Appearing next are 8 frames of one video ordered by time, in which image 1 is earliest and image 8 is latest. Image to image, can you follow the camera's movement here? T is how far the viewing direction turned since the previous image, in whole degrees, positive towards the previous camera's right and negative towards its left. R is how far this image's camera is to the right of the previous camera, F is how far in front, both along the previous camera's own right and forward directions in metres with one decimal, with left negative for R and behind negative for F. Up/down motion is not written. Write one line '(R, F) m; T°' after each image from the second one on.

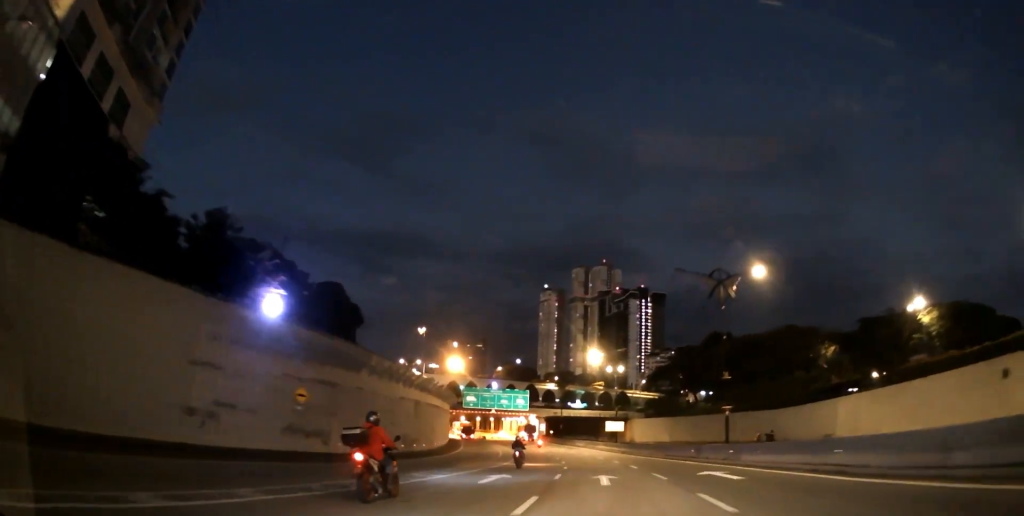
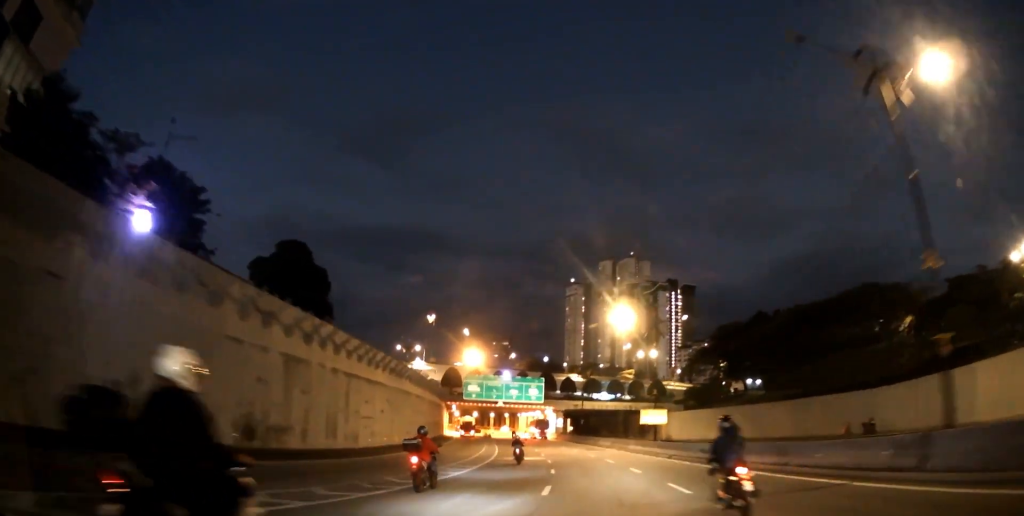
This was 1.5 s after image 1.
(-0.4, +22.8) m; -3°
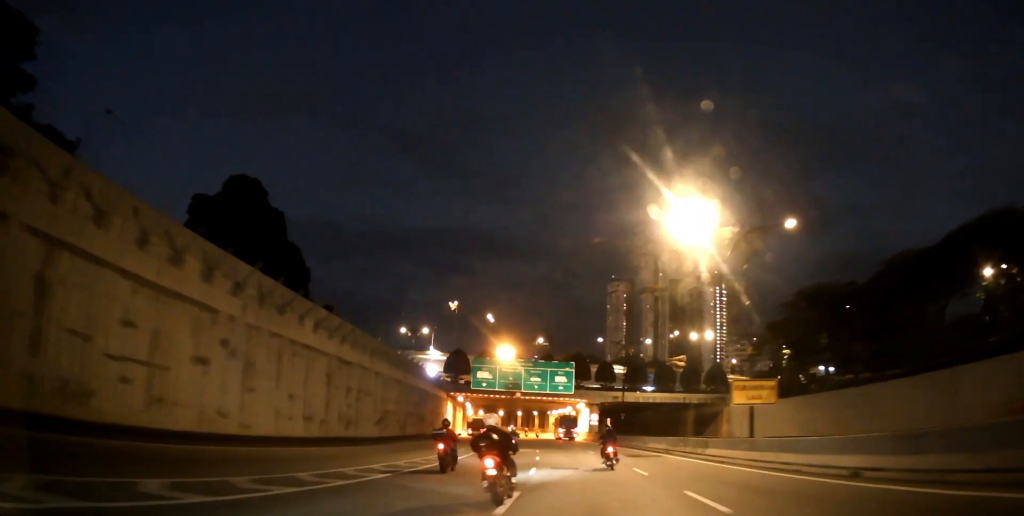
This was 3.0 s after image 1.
(-1.0, +22.7) m; -6°
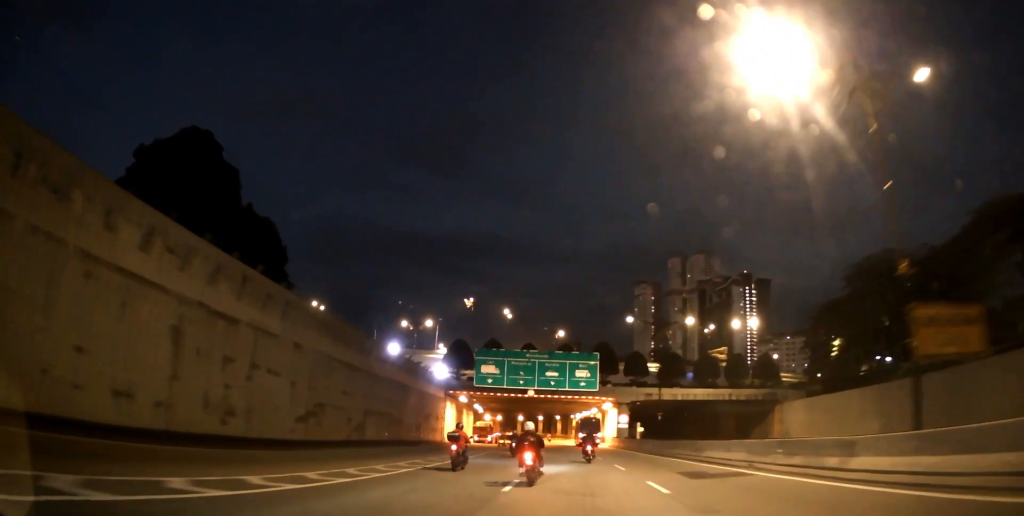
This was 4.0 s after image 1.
(-0.4, +13.9) m; -4°
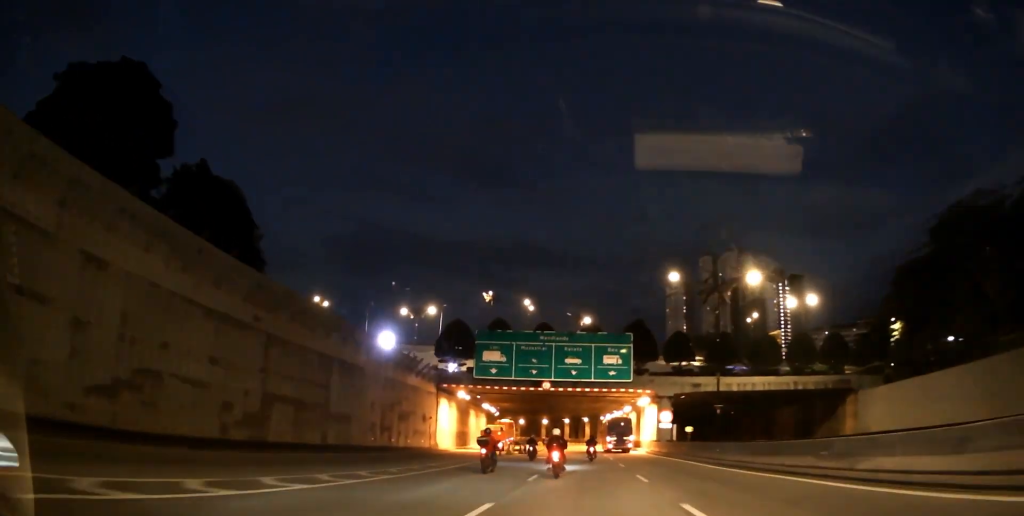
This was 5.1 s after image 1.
(-0.7, +14.4) m; -4°
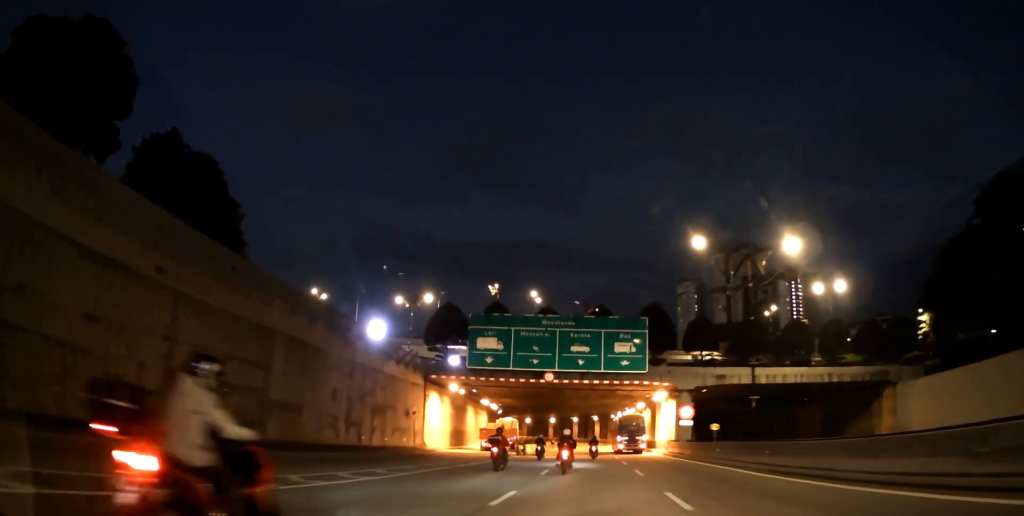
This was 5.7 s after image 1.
(-0.1, +6.9) m; 0°
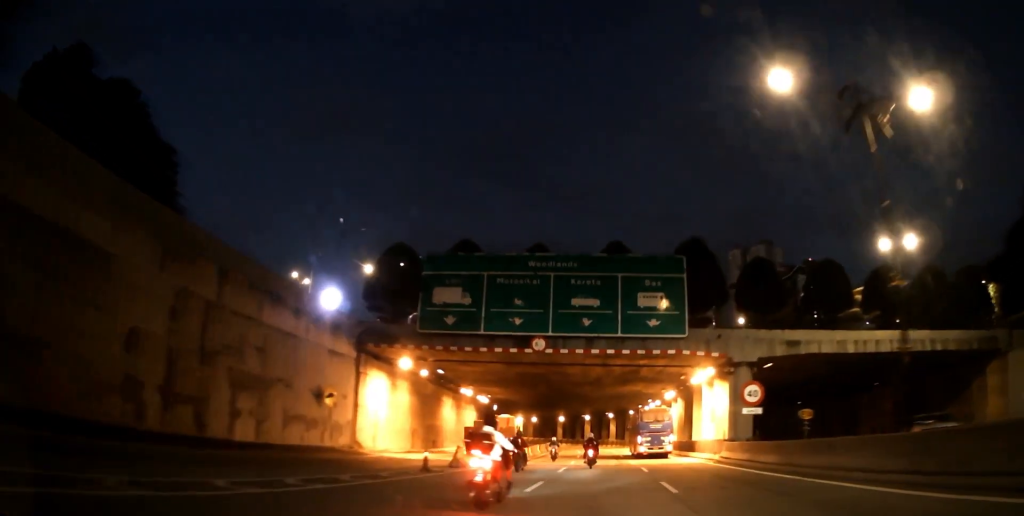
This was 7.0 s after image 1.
(0.0, +15.2) m; -1°
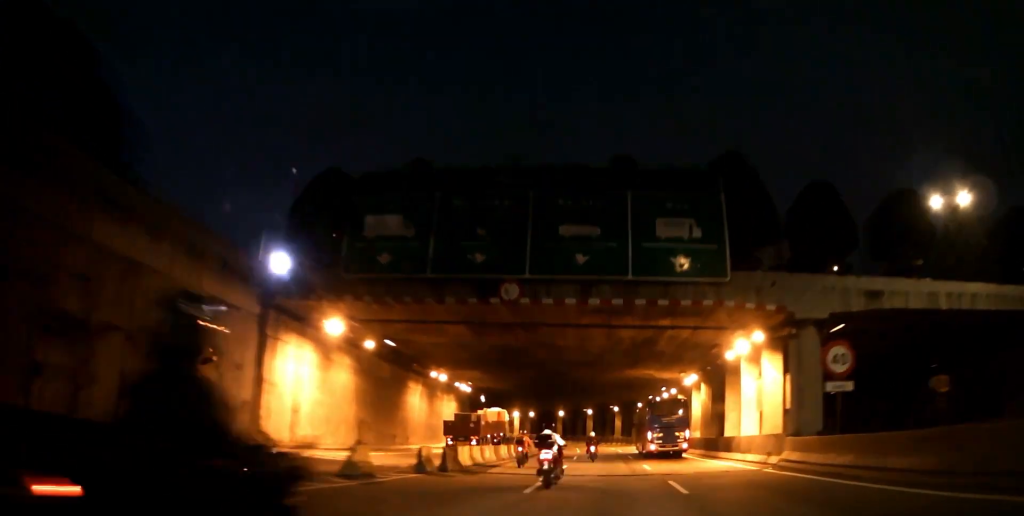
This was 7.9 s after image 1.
(-0.2, +9.6) m; 0°
